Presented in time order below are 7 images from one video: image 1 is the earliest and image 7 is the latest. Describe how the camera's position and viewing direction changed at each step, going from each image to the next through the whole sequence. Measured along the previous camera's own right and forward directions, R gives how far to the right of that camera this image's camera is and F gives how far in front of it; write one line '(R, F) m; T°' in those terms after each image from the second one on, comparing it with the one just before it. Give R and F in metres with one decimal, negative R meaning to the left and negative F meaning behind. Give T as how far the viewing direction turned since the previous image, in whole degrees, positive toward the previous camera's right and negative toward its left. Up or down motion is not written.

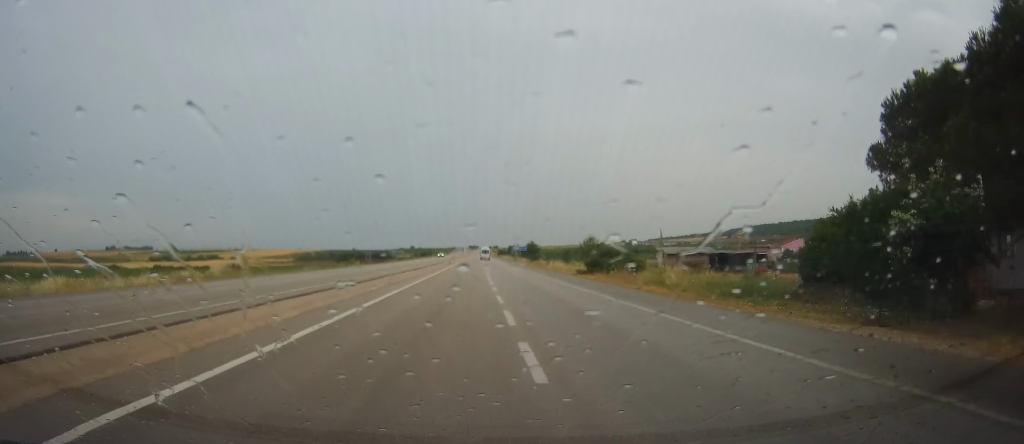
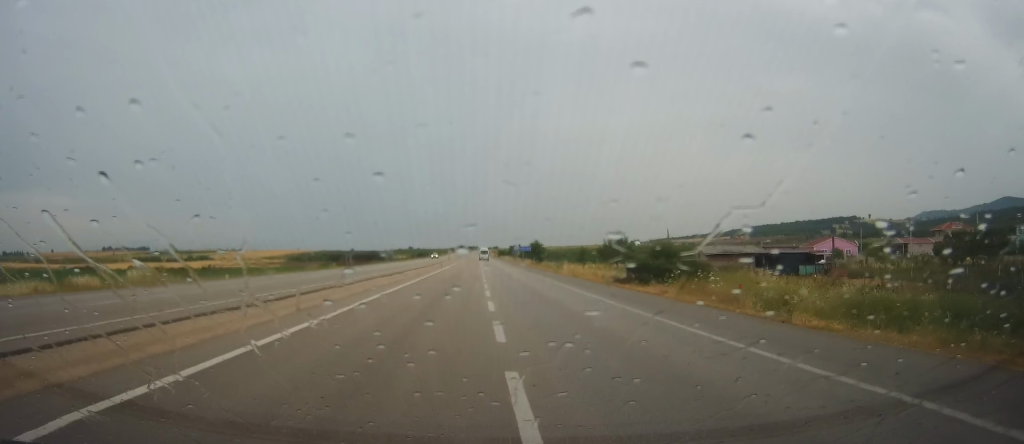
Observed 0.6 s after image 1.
(-0.3, +14.5) m; -1°
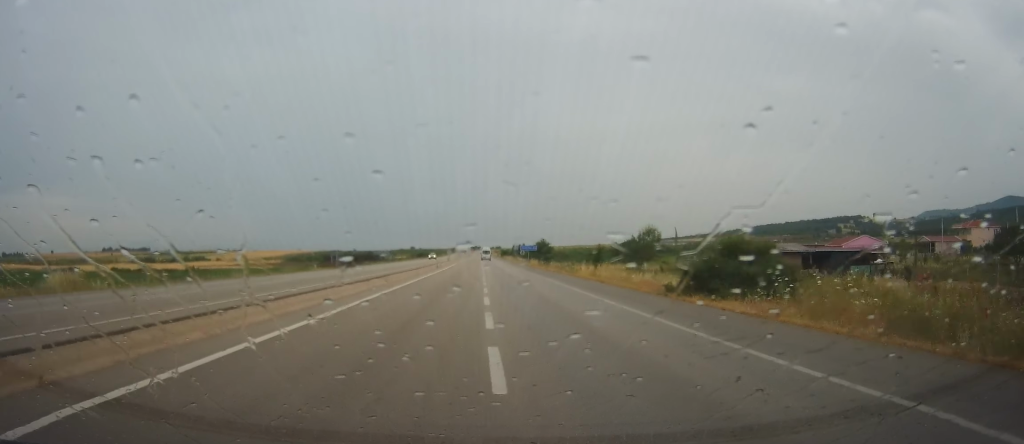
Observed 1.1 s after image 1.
(0.0, +10.1) m; 0°
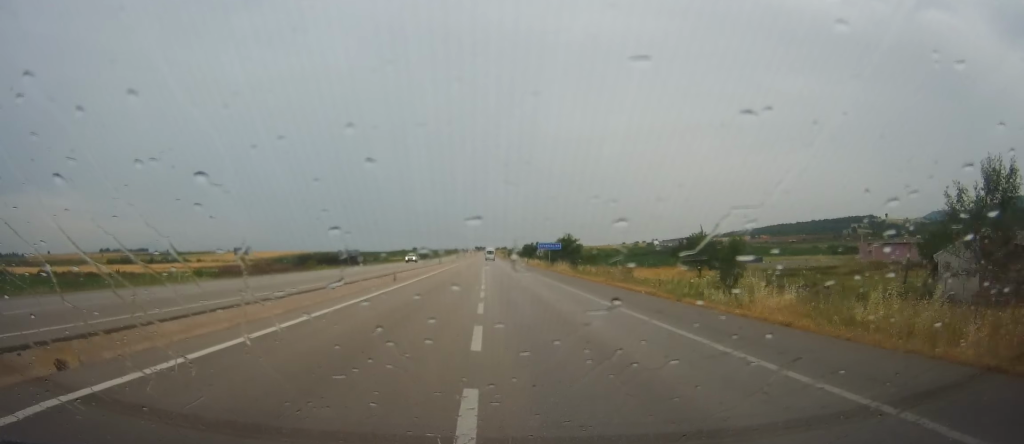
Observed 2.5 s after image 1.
(+0.7, +33.8) m; 0°
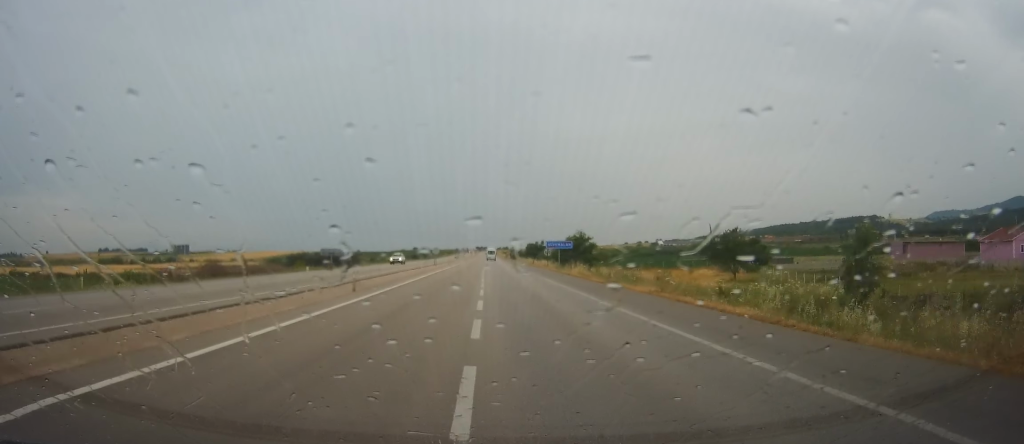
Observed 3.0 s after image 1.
(0.0, +10.9) m; -1°
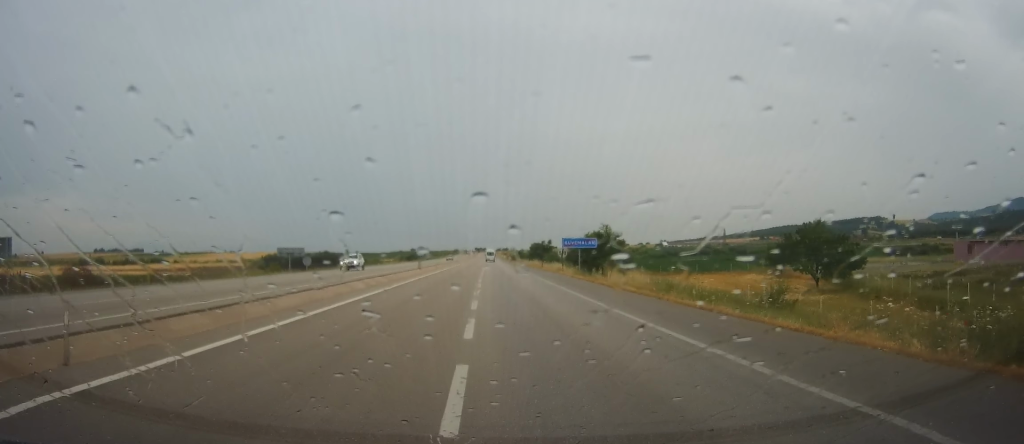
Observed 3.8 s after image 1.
(-0.8, +18.8) m; -1°
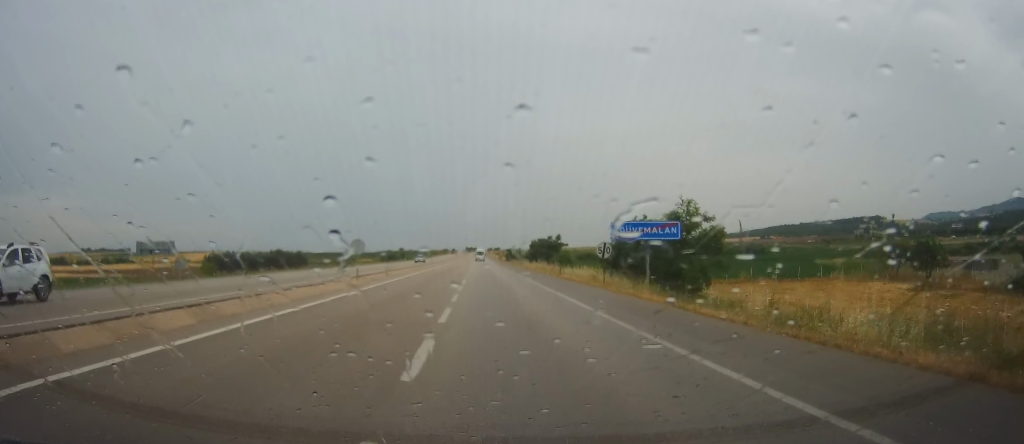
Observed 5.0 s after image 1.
(+0.6, +28.3) m; +1°
